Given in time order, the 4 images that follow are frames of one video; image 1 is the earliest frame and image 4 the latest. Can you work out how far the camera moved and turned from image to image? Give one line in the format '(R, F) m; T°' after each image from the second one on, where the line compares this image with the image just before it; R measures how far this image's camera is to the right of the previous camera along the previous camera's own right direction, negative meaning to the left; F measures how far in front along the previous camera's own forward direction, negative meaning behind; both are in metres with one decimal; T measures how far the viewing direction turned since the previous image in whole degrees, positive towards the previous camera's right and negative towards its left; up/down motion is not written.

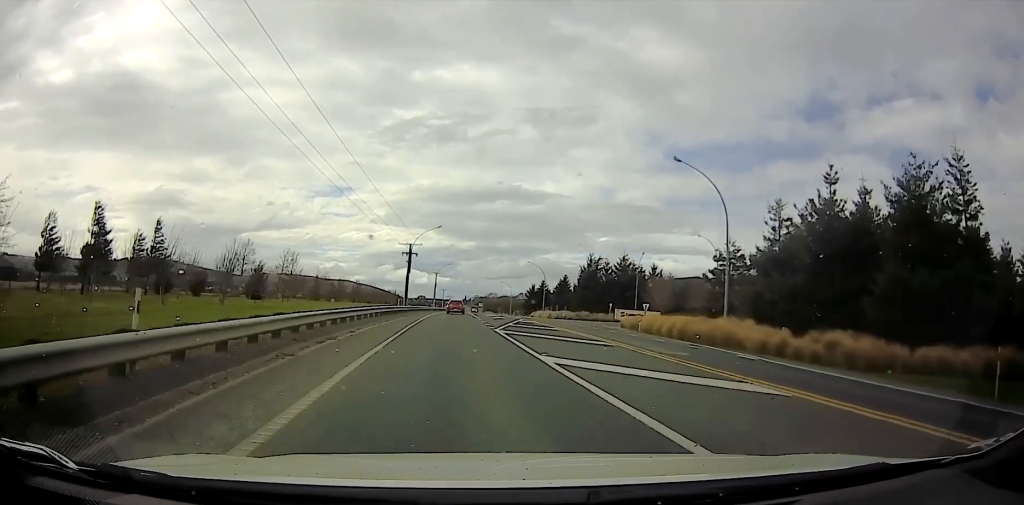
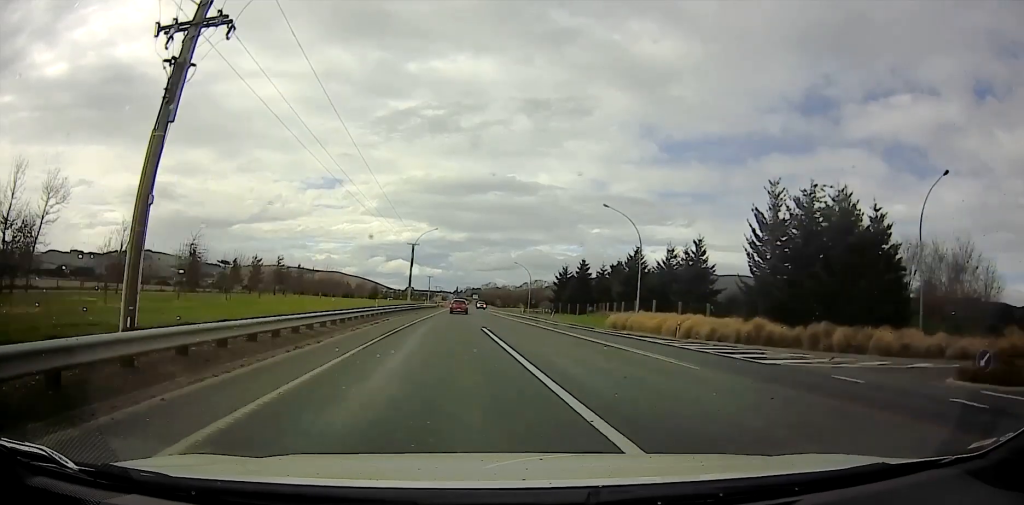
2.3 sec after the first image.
(+0.2, +61.9) m; 0°
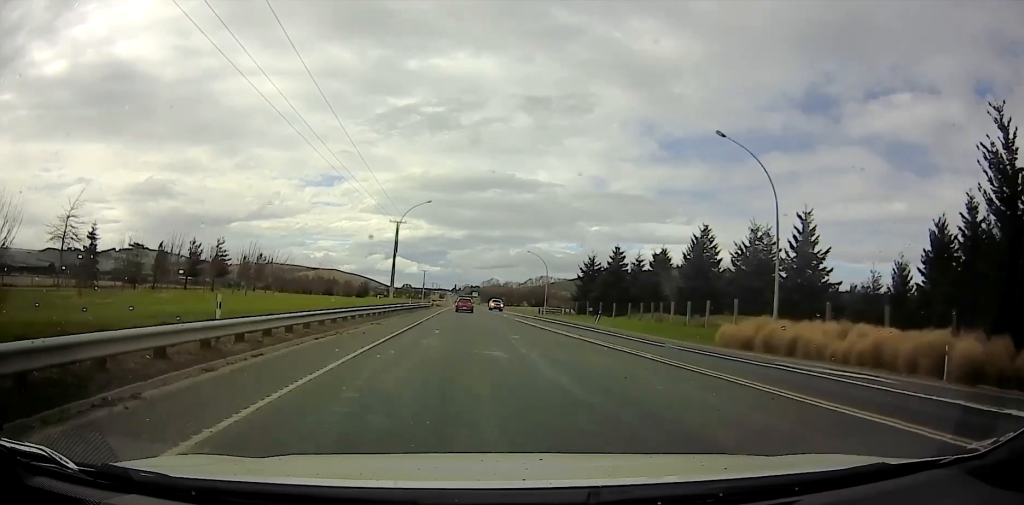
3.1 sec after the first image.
(0.0, +21.9) m; 0°
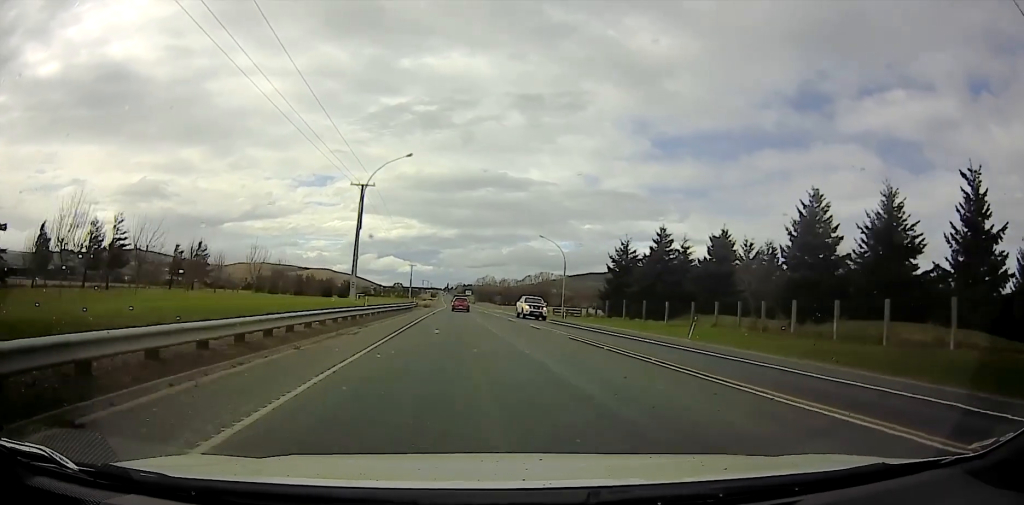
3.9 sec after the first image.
(0.0, +19.8) m; -1°
